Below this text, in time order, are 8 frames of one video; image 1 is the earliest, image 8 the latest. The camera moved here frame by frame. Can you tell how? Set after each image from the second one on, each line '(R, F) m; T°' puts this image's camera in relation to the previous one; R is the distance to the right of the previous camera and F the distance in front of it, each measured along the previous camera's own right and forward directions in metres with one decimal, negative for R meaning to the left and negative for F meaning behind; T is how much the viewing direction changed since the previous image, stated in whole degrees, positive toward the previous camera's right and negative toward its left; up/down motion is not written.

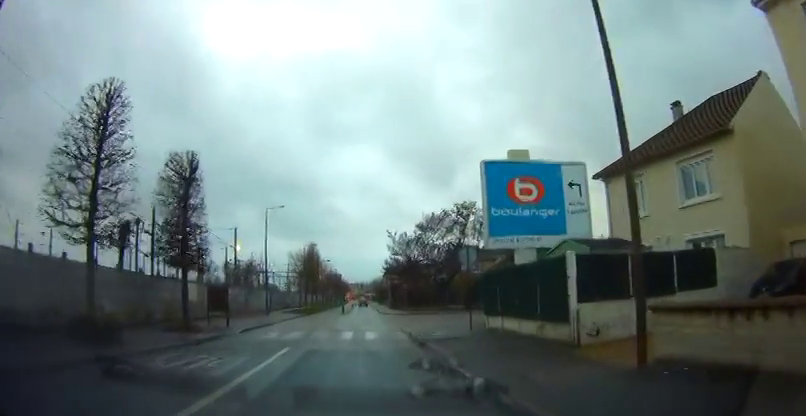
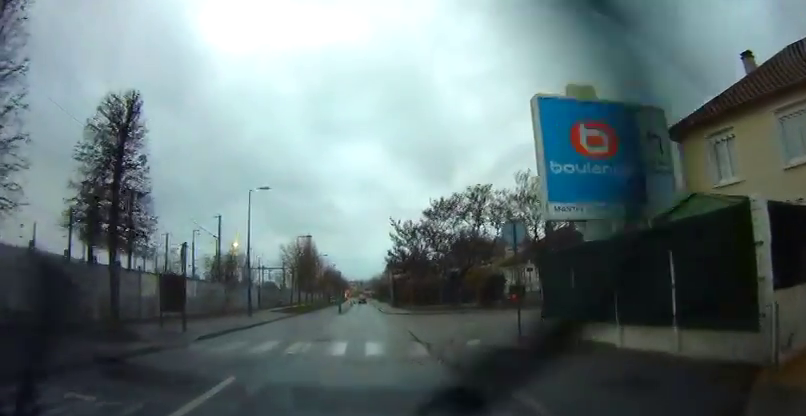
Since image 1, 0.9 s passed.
(+0.1, +5.9) m; -2°
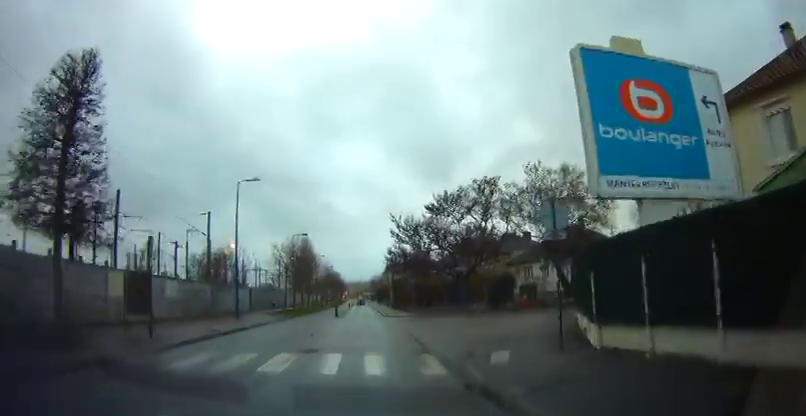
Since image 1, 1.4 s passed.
(-0.2, +2.9) m; -1°
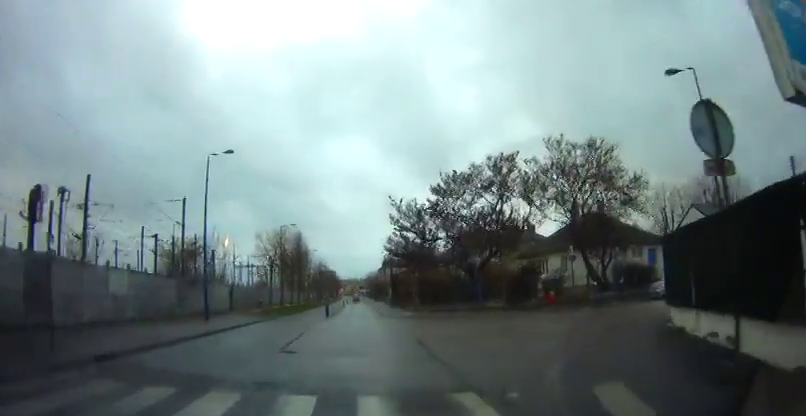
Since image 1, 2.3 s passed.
(-0.1, +5.5) m; 0°
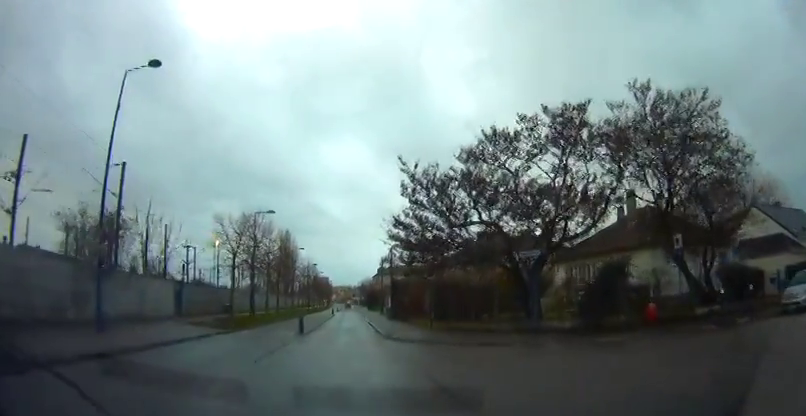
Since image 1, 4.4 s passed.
(+0.1, +10.9) m; +1°
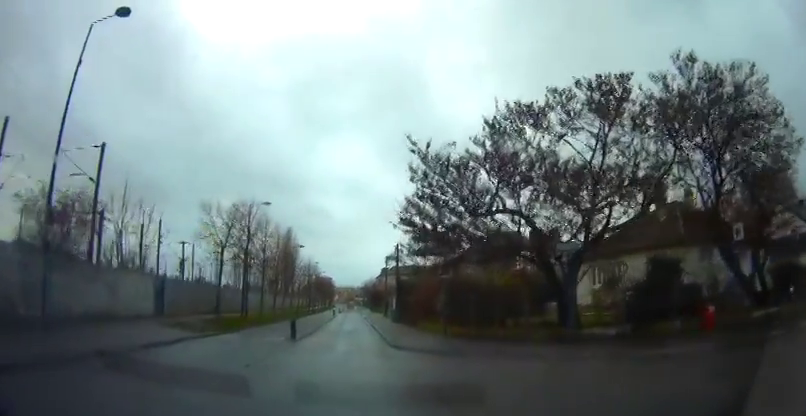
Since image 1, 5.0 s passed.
(-0.1, +3.0) m; +1°
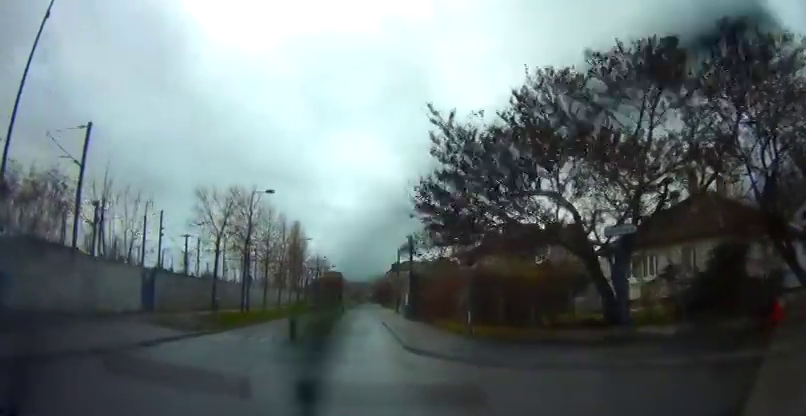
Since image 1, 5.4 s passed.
(+0.2, +2.4) m; -1°
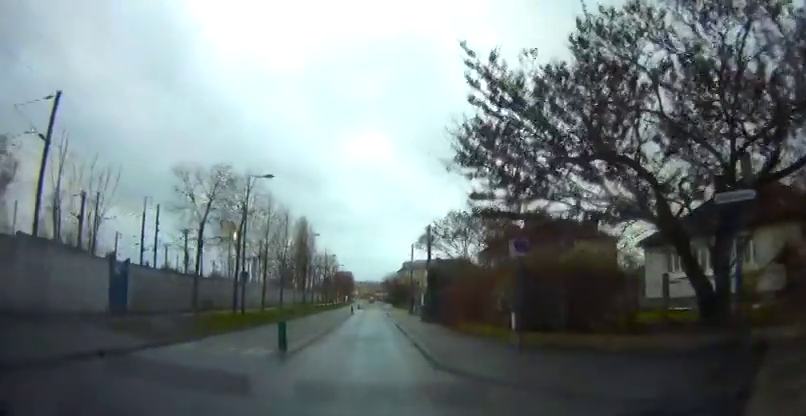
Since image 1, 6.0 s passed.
(+0.2, +3.5) m; -1°
